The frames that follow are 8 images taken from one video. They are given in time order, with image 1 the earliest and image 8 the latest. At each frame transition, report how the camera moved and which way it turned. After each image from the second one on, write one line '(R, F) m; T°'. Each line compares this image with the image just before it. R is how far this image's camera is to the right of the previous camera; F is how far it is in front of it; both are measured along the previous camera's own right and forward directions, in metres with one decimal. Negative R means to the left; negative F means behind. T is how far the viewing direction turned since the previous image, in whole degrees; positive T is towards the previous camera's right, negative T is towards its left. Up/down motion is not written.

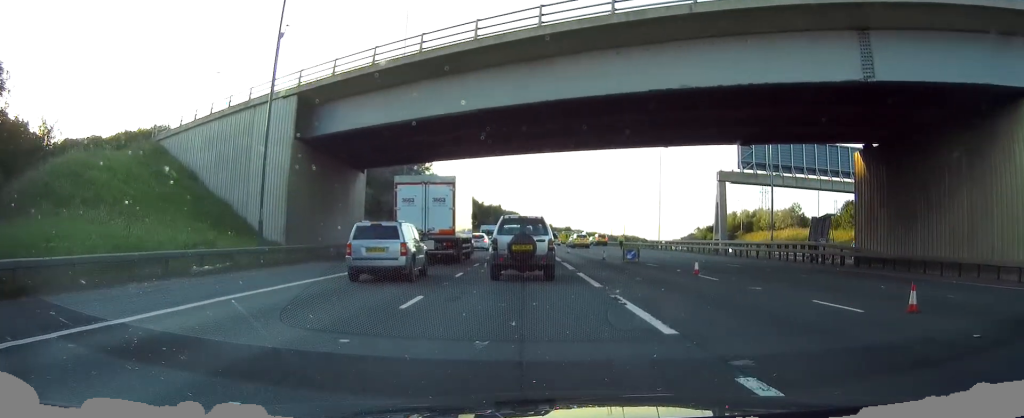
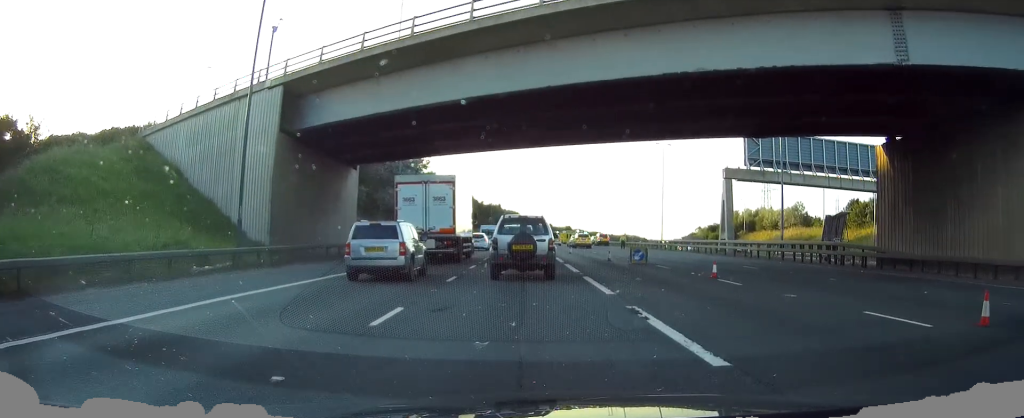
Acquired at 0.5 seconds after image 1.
(0.0, +2.4) m; 0°
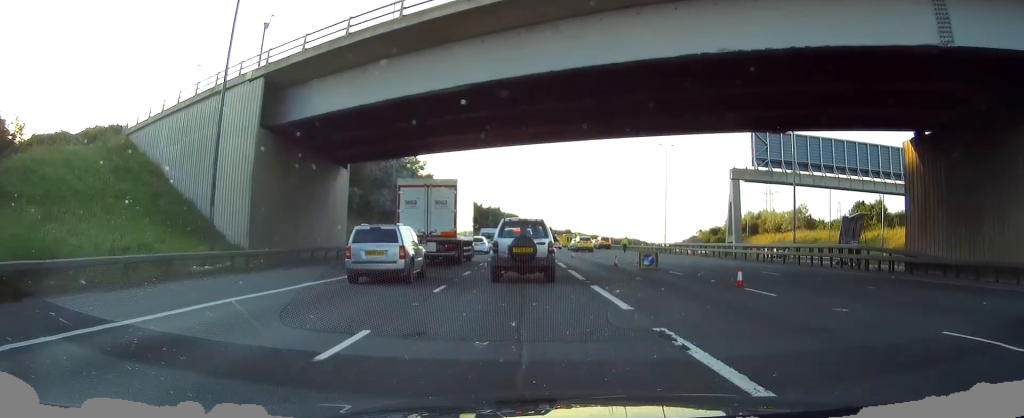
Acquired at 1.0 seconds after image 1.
(0.0, +2.9) m; 0°
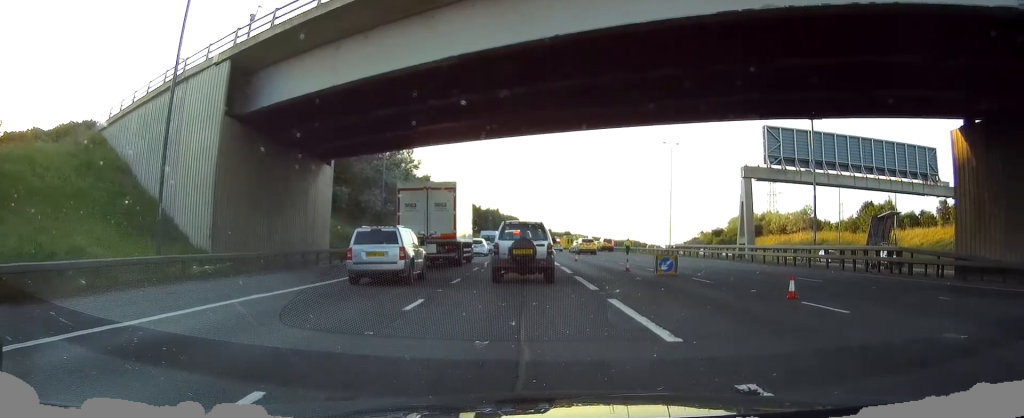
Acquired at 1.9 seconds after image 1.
(0.0, +4.4) m; 0°
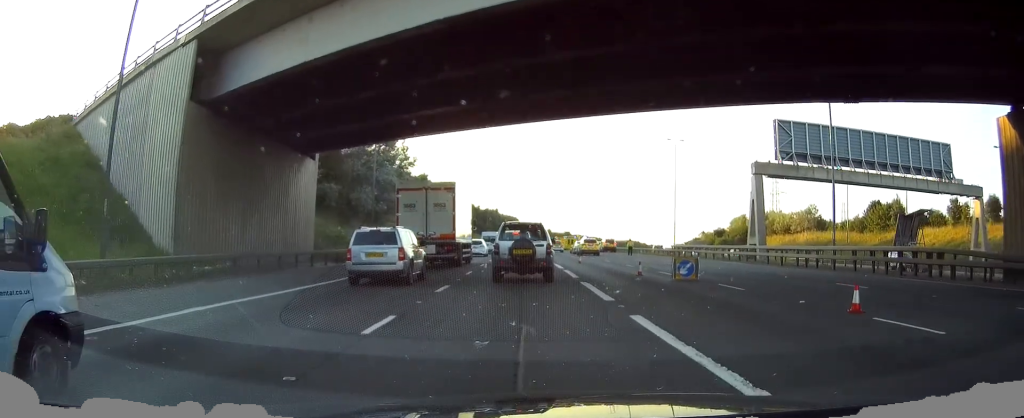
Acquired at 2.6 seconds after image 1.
(0.0, +3.5) m; 0°
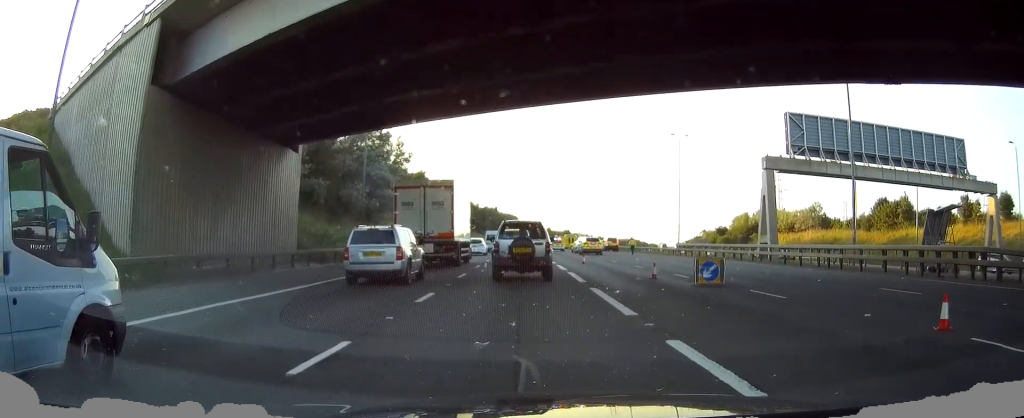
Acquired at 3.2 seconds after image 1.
(0.0, +3.1) m; 0°
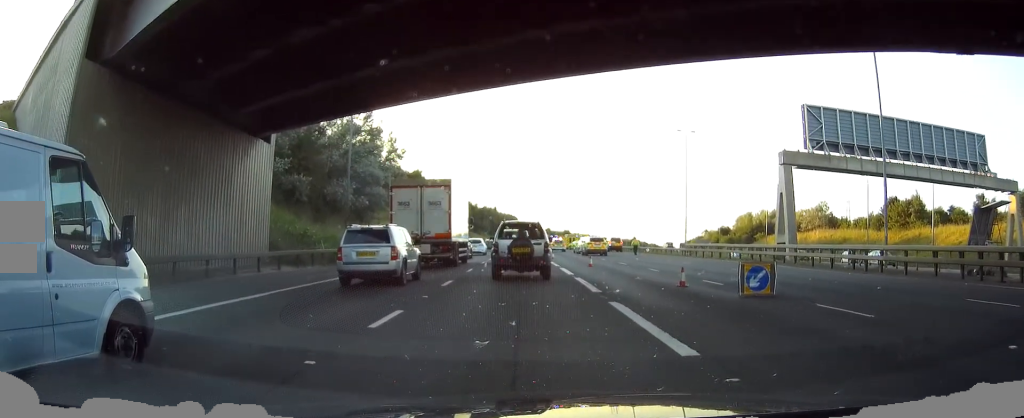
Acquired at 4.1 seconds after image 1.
(0.0, +4.2) m; 0°
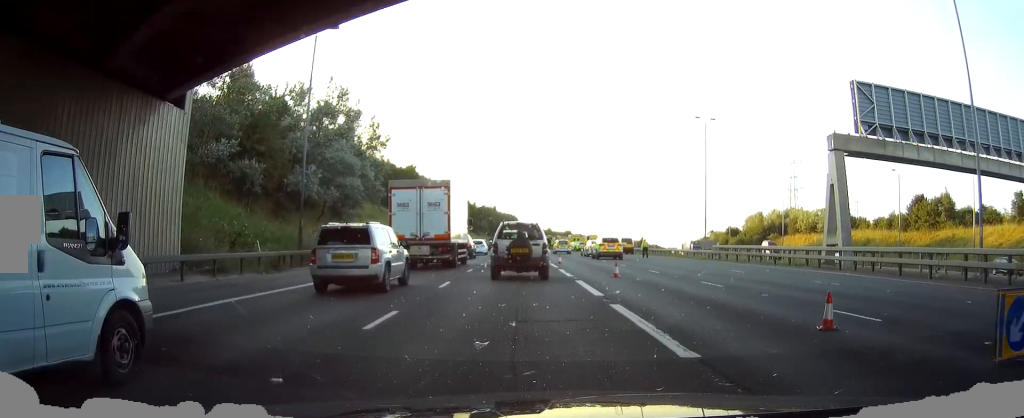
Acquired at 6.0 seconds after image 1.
(0.0, +9.1) m; 0°
